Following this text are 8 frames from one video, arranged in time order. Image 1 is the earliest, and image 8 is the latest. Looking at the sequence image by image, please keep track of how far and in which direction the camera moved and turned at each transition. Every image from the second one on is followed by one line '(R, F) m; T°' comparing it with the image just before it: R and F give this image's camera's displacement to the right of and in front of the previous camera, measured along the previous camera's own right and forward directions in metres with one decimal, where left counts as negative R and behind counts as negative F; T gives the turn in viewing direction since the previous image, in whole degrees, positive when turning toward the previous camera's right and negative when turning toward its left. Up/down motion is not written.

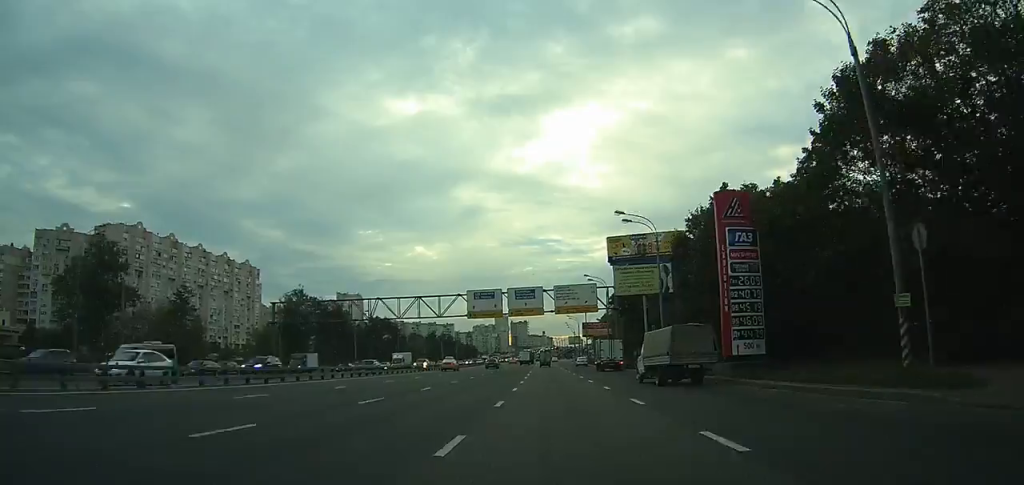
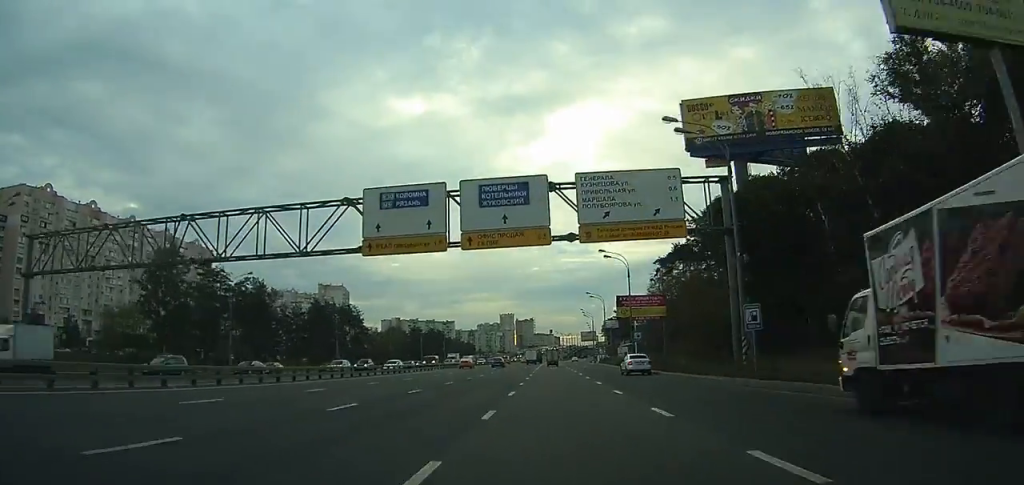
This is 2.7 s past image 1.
(-0.6, +51.3) m; -1°
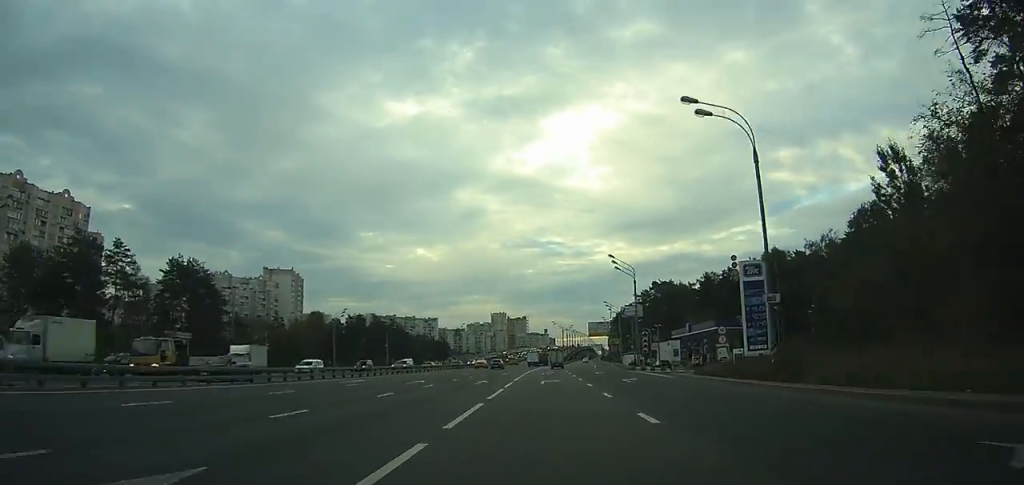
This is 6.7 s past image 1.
(-0.2, +70.6) m; 0°
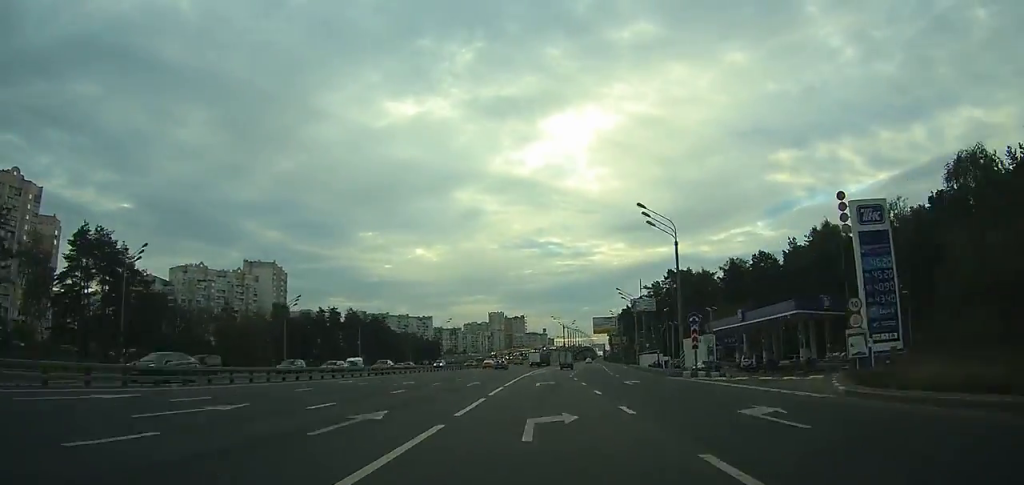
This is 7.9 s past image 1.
(0.0, +22.5) m; +1°
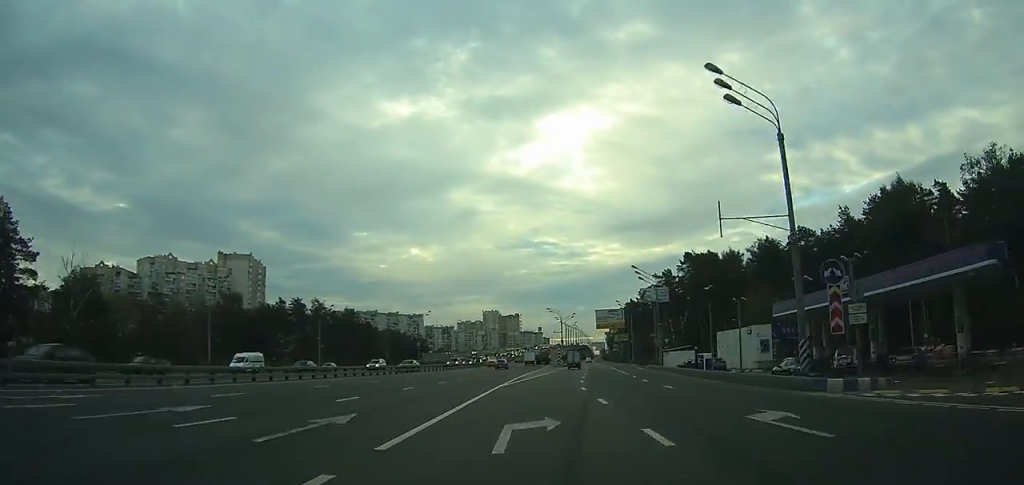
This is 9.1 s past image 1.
(+0.2, +22.4) m; +1°
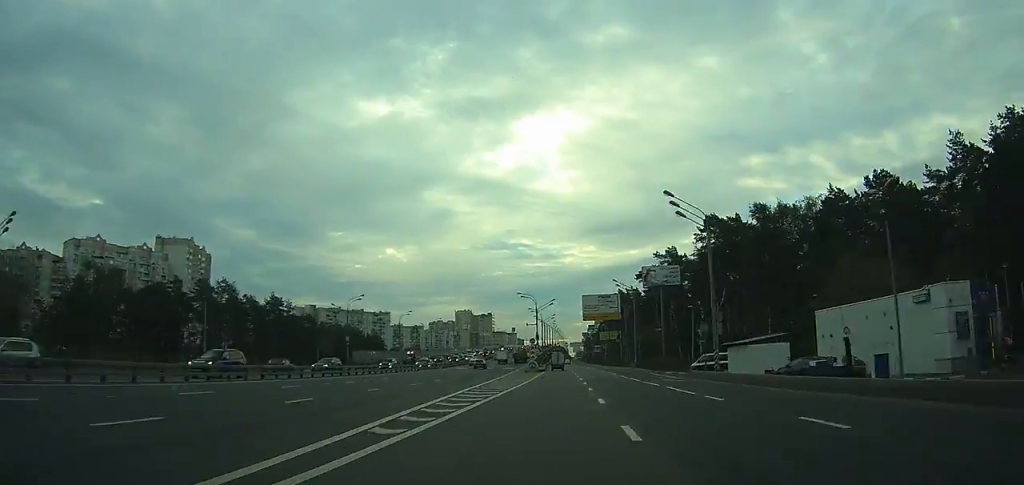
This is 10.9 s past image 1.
(+0.6, +33.0) m; +2°
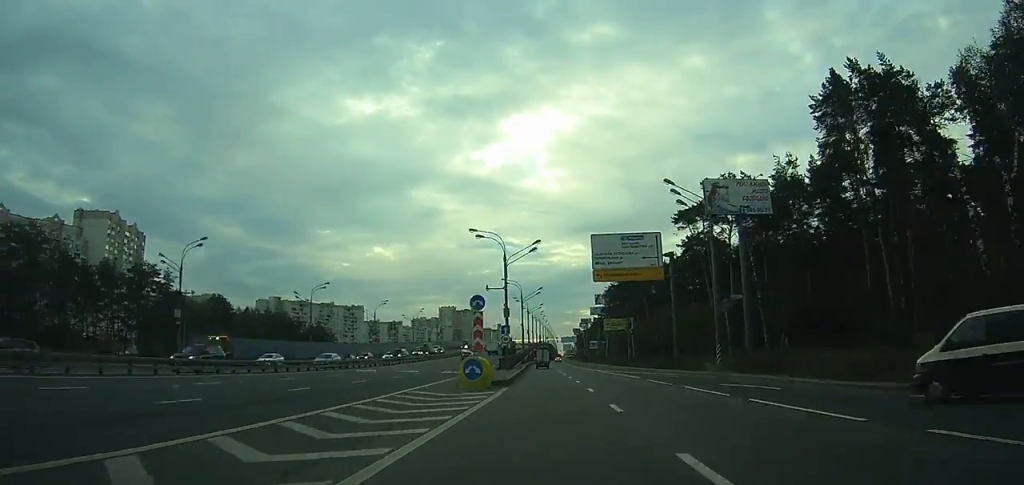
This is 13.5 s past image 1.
(+0.7, +44.1) m; +1°
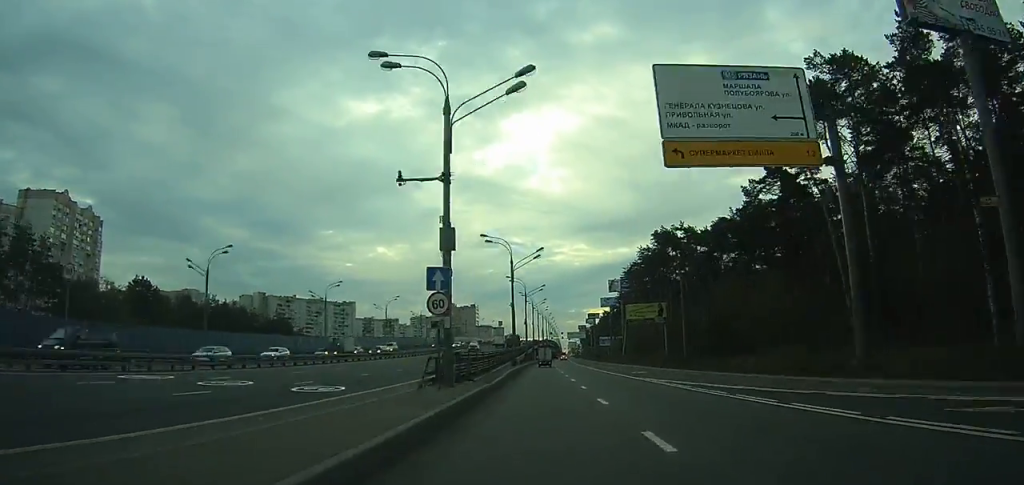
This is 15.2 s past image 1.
(+0.1, +29.3) m; 0°
